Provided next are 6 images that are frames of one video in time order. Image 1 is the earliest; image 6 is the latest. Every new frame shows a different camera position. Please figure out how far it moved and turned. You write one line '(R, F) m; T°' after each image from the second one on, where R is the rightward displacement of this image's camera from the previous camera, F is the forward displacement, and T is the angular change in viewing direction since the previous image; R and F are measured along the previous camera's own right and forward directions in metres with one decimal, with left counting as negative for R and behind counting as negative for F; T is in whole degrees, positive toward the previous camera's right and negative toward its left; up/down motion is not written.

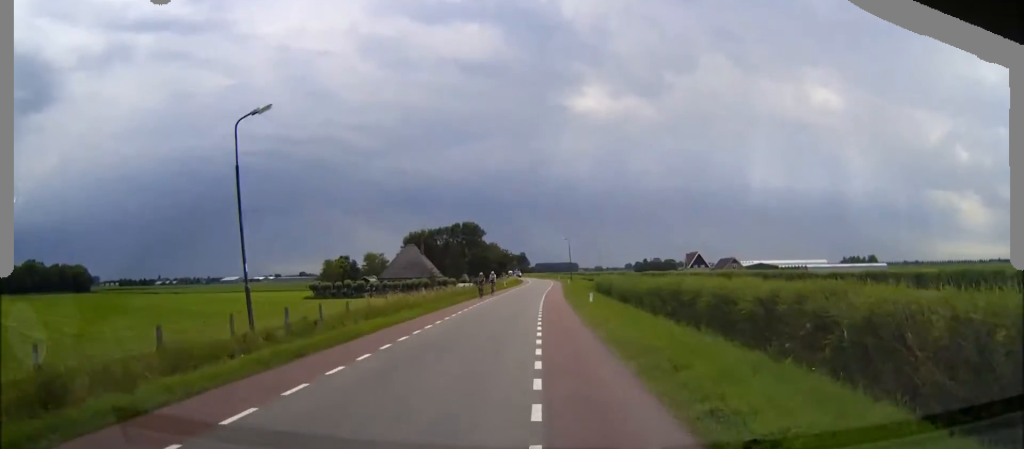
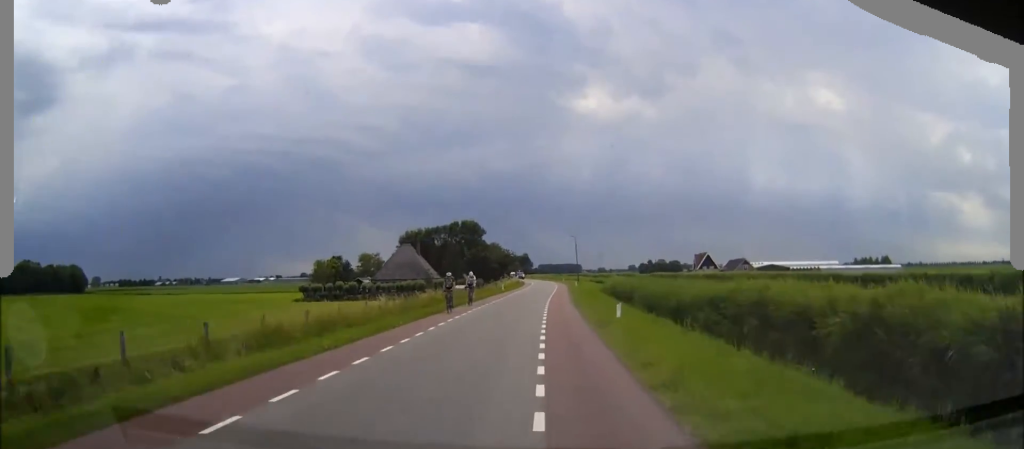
(0.0, +10.1) m; 0°
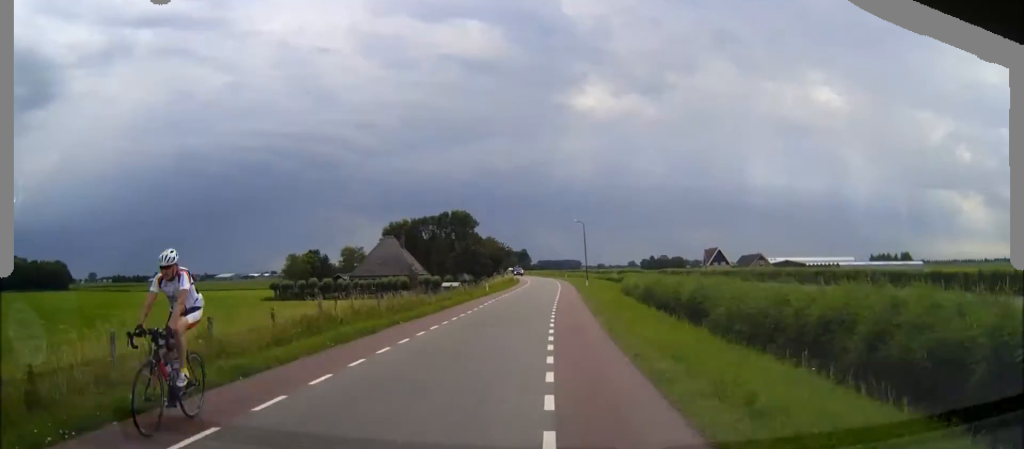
(0.0, +18.4) m; 0°
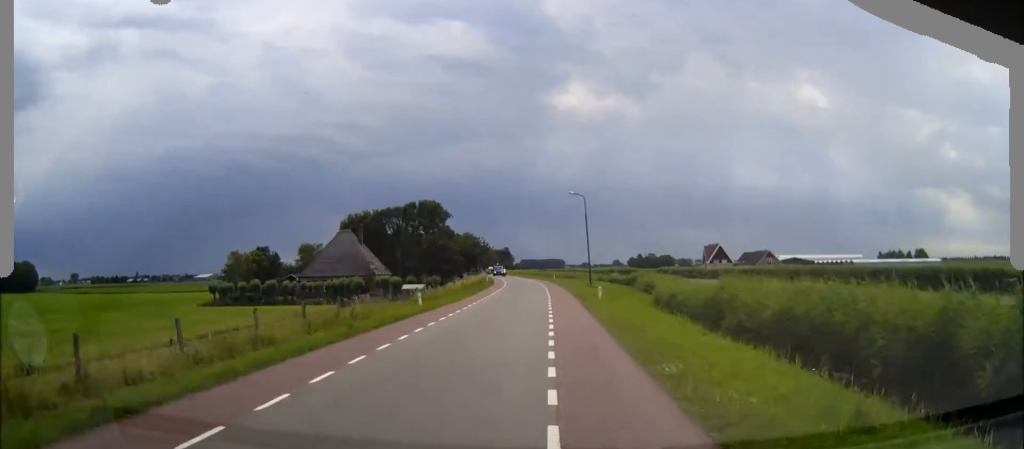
(+0.2, +22.5) m; +2°
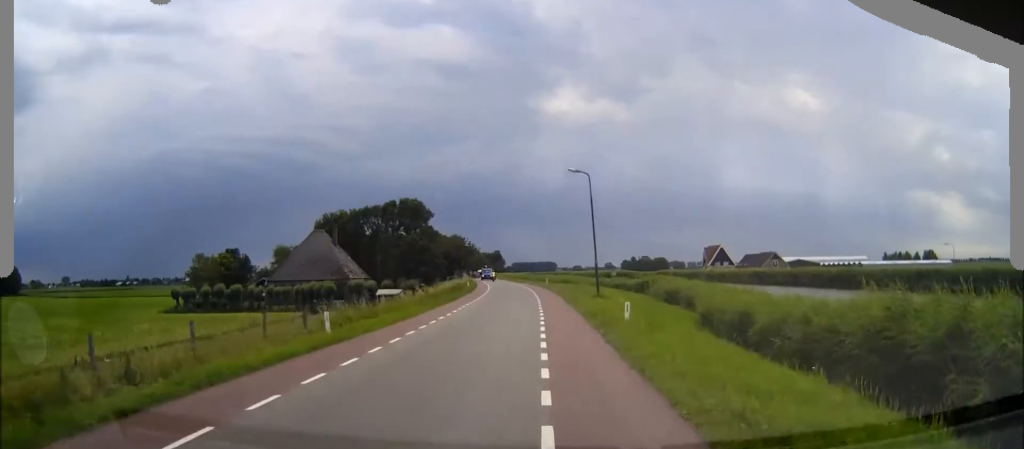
(+0.1, +11.2) m; +1°
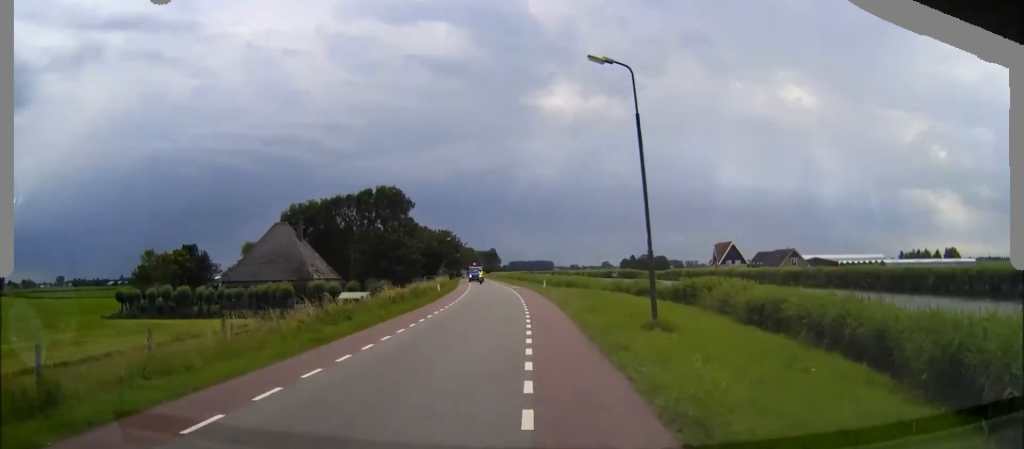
(0.0, +16.3) m; 0°
